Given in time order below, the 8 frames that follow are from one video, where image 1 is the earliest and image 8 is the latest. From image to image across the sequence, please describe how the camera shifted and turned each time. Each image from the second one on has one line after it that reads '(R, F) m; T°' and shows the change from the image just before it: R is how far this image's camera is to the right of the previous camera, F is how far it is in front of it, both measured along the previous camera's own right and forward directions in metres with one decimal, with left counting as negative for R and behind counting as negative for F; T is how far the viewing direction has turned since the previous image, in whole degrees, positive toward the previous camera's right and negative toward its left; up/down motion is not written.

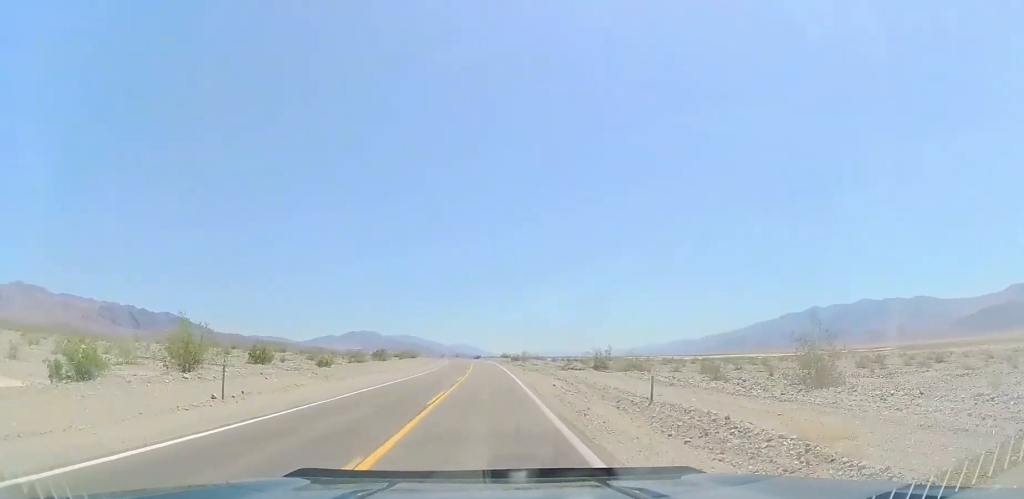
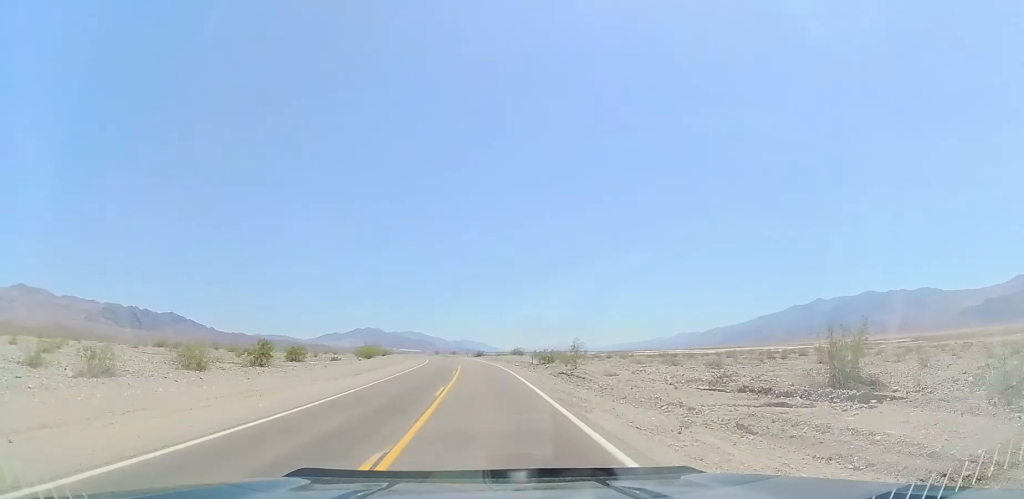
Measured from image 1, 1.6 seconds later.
(0.0, +43.5) m; 0°
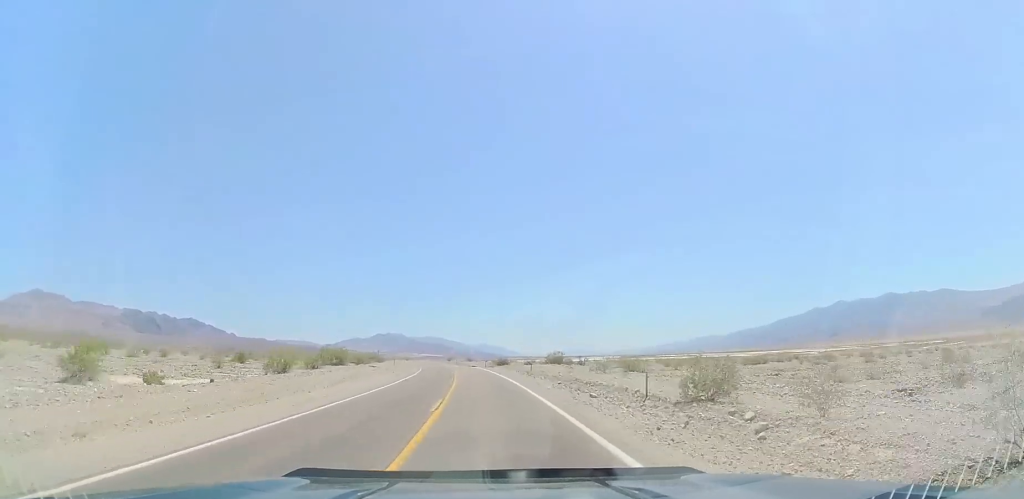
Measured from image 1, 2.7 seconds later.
(-0.1, +32.5) m; -2°
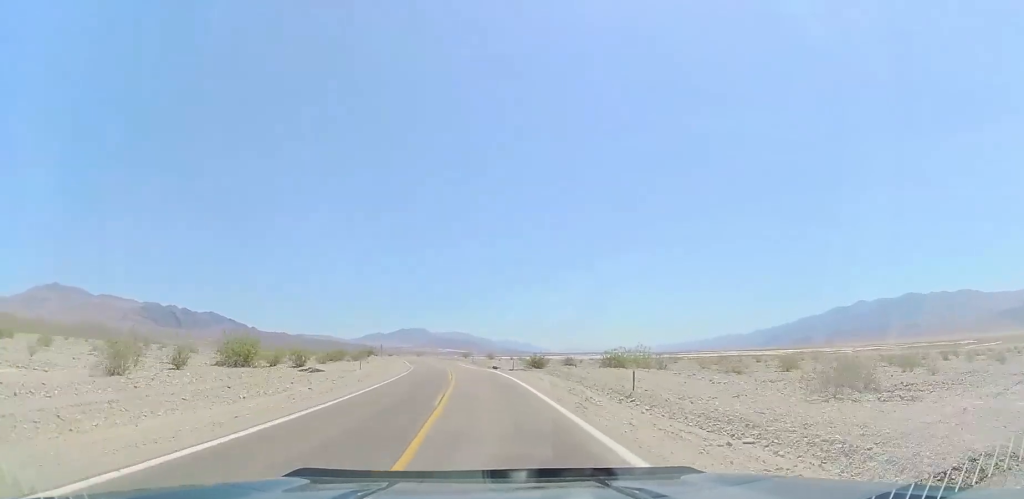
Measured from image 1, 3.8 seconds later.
(-0.8, +28.7) m; -3°
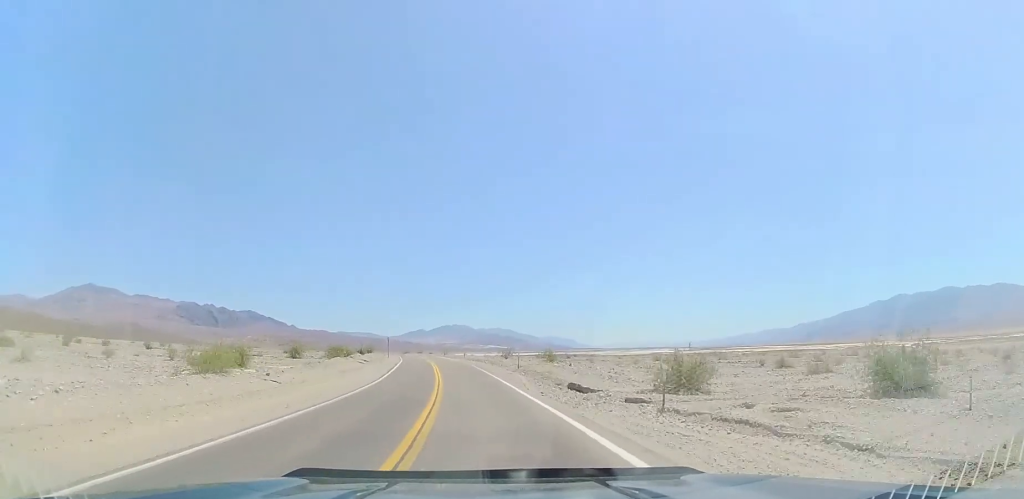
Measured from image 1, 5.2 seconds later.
(-1.0, +40.9) m; -4°
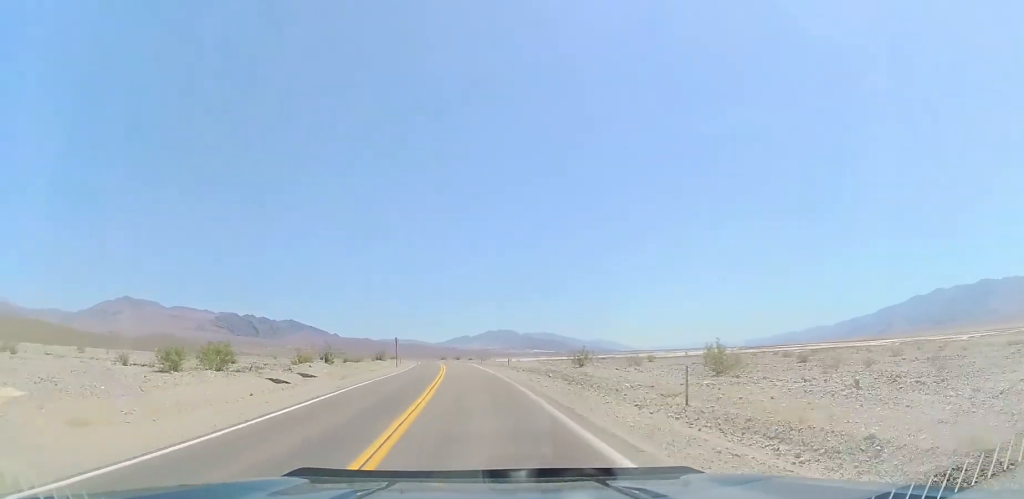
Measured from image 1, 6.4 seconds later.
(-1.2, +32.5) m; -4°
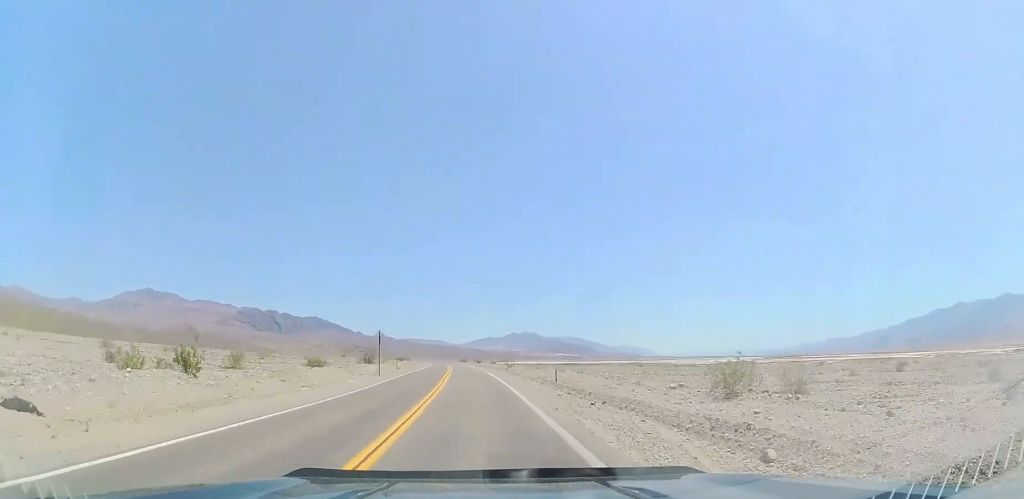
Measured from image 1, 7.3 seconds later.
(-0.6, +24.2) m; -4°
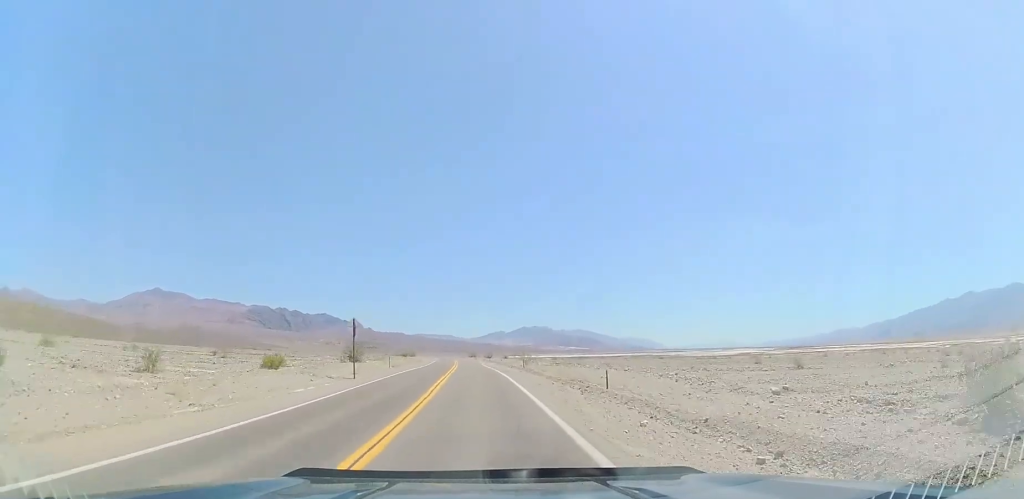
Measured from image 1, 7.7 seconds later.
(-0.1, +12.1) m; -2°
